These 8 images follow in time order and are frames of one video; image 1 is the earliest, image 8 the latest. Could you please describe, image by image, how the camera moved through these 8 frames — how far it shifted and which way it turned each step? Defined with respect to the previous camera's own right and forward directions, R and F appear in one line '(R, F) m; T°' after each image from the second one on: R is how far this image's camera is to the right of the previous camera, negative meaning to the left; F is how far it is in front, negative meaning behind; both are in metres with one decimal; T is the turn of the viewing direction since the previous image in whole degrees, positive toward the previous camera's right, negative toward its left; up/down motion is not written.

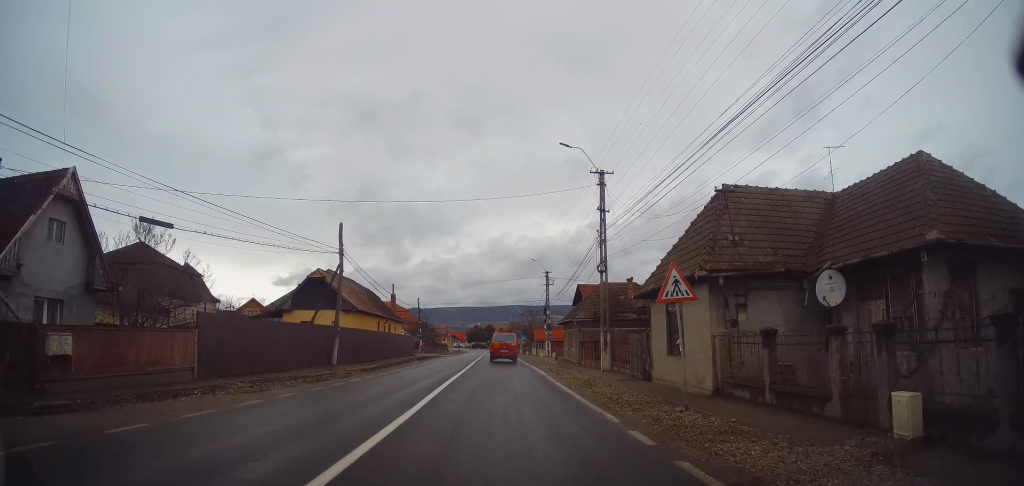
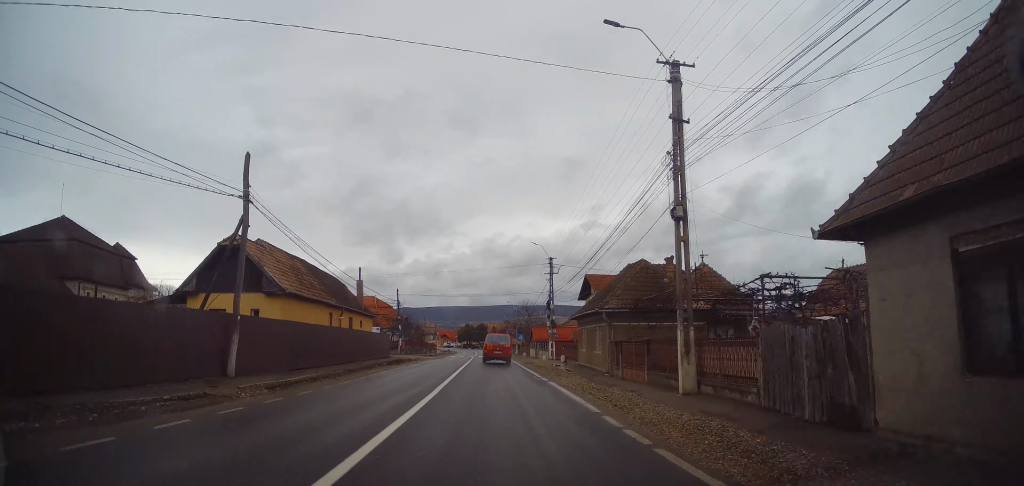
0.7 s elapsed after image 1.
(-0.1, +10.9) m; +1°
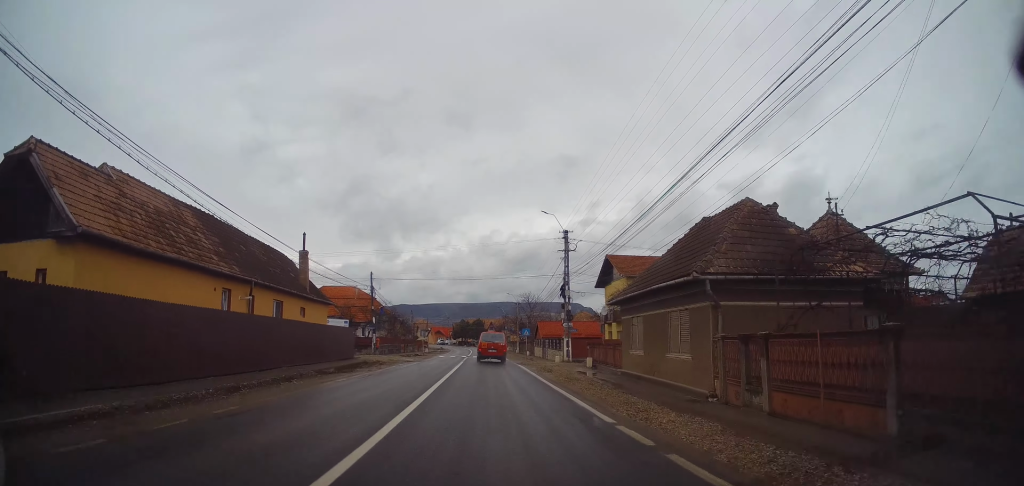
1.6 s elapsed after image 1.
(0.0, +12.3) m; +1°
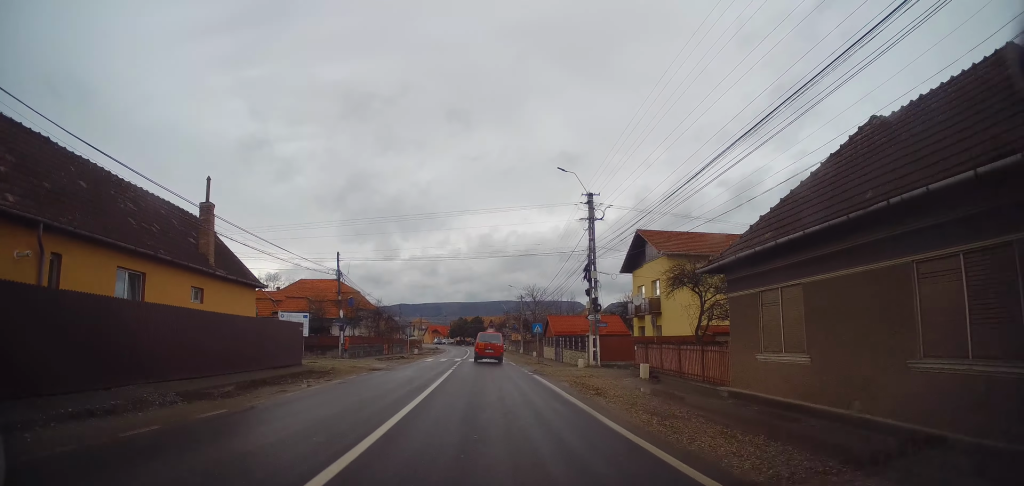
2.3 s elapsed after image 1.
(+0.3, +10.7) m; +1°
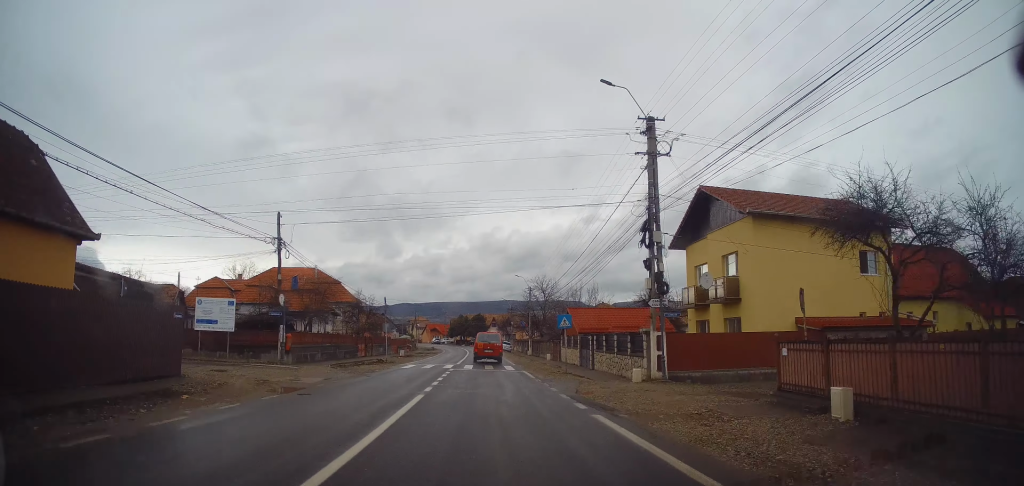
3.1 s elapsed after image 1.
(0.0, +11.7) m; -2°
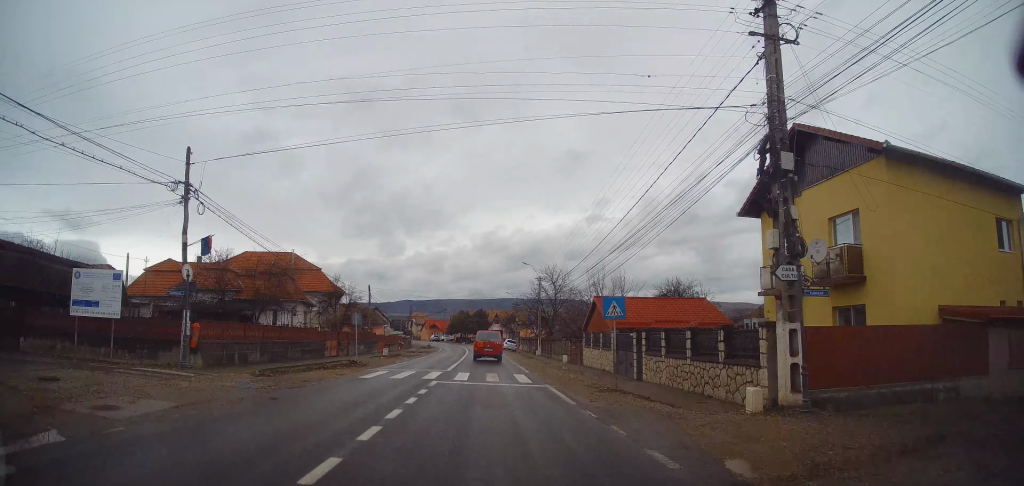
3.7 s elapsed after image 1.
(-0.2, +9.1) m; 0°
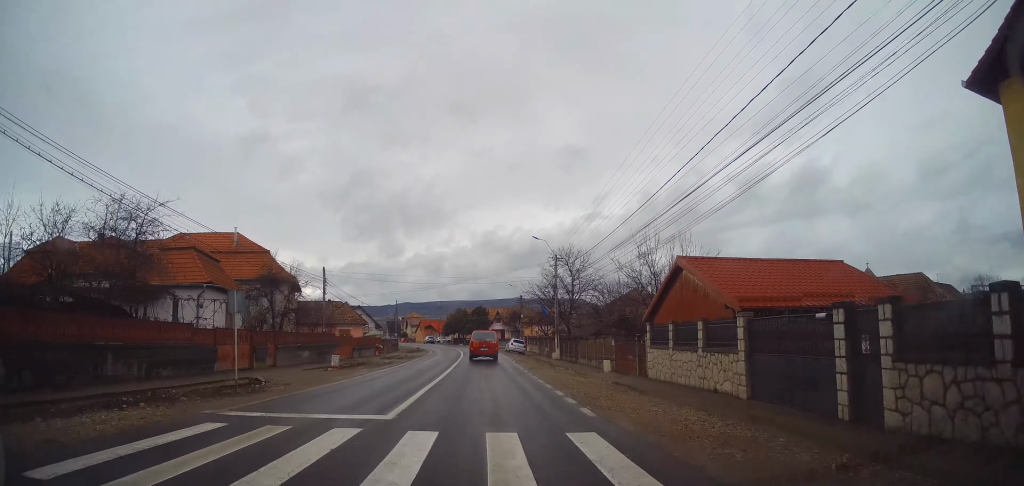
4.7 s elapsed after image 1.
(0.0, +13.9) m; 0°
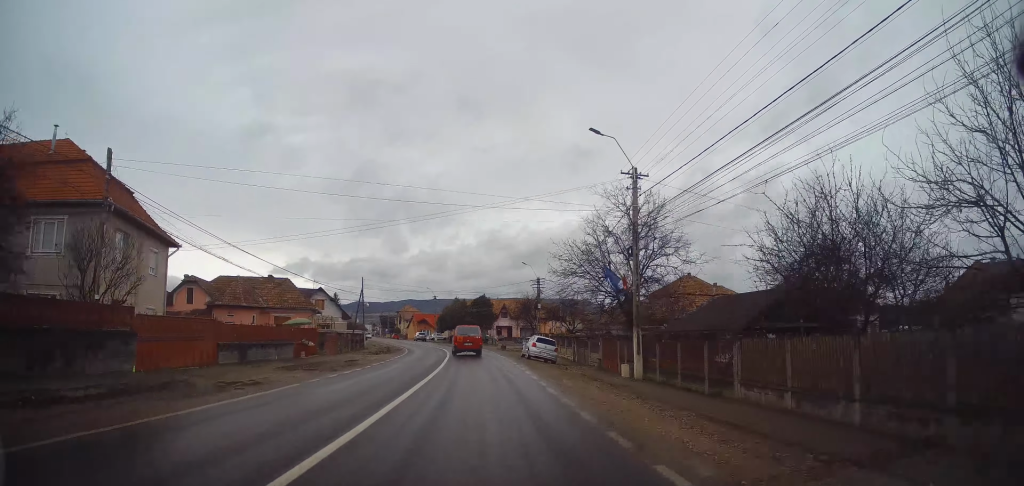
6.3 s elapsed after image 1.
(0.0, +21.9) m; +1°
